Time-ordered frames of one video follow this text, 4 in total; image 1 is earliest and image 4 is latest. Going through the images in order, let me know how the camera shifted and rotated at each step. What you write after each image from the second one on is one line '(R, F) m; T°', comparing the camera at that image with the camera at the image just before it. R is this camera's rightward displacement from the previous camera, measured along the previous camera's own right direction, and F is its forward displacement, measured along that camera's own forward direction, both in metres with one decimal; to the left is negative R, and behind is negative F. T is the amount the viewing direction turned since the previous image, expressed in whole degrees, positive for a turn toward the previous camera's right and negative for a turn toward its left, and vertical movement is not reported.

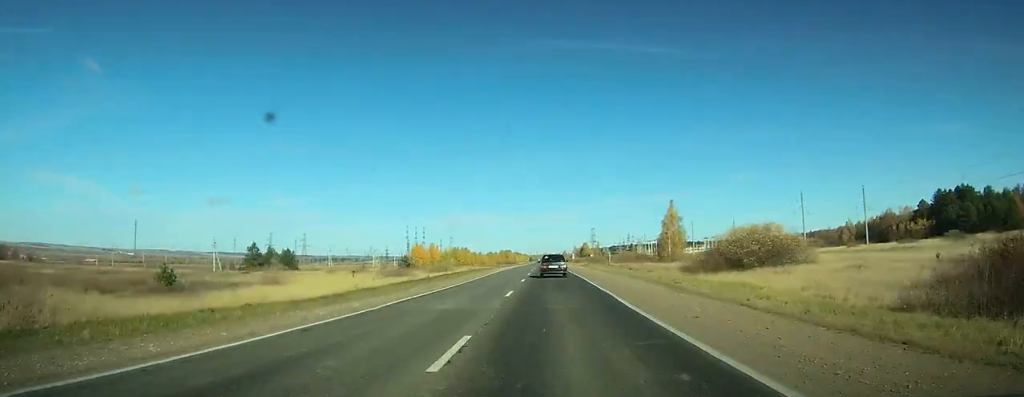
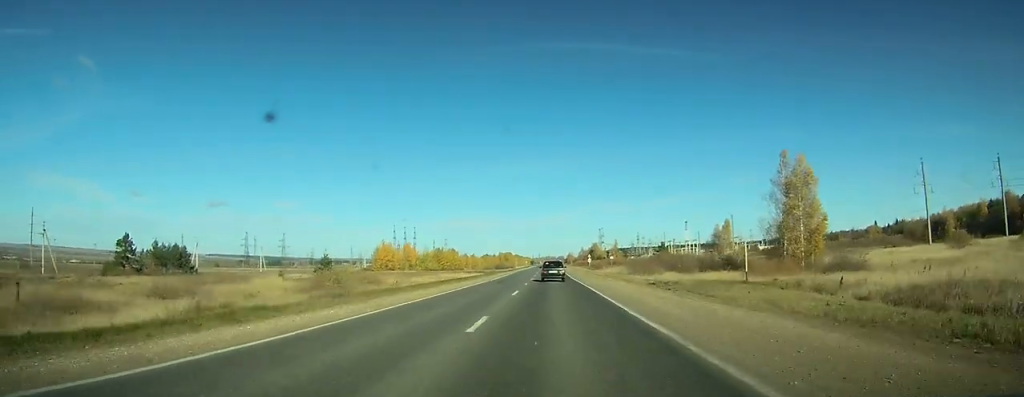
(-0.2, +69.1) m; 0°
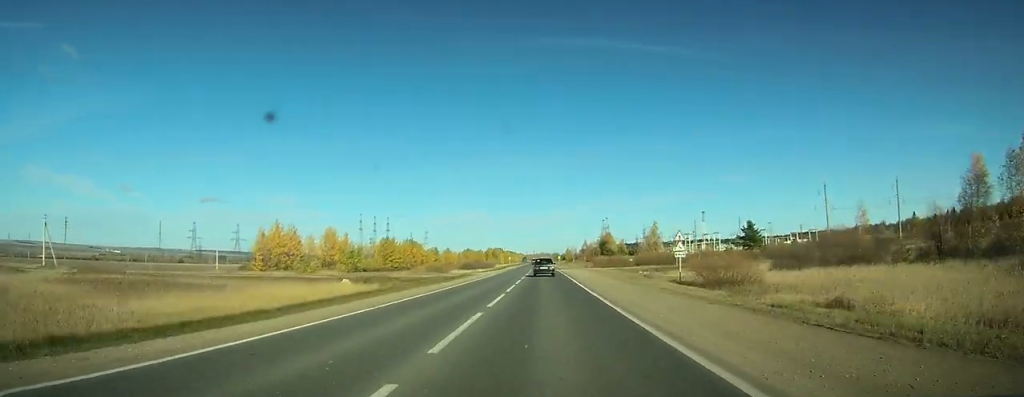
(-0.3, +94.5) m; 0°
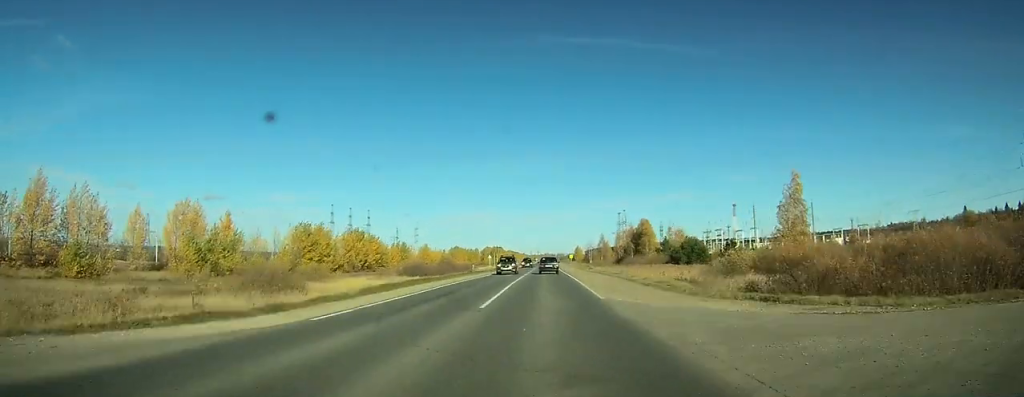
(+0.1, +77.0) m; 0°
